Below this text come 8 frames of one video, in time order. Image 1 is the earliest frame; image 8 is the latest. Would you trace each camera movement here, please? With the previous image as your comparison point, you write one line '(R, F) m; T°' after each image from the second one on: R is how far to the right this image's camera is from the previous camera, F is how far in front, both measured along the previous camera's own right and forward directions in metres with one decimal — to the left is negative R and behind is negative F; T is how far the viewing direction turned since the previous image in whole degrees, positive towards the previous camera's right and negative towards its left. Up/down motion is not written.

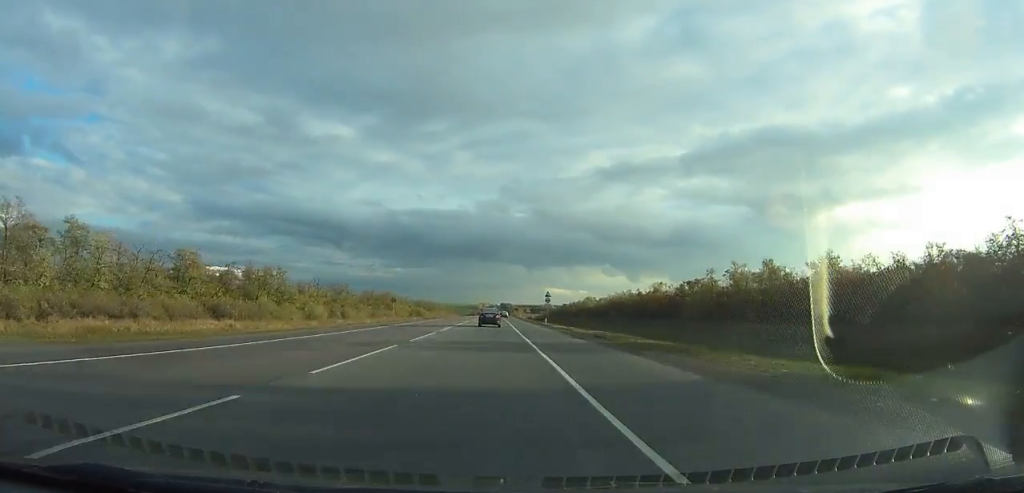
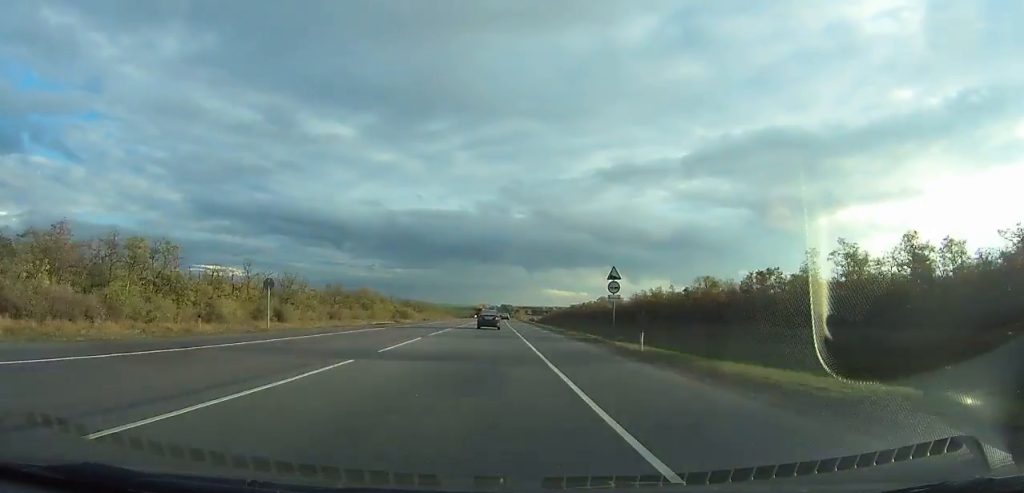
(-0.1, +42.9) m; 0°
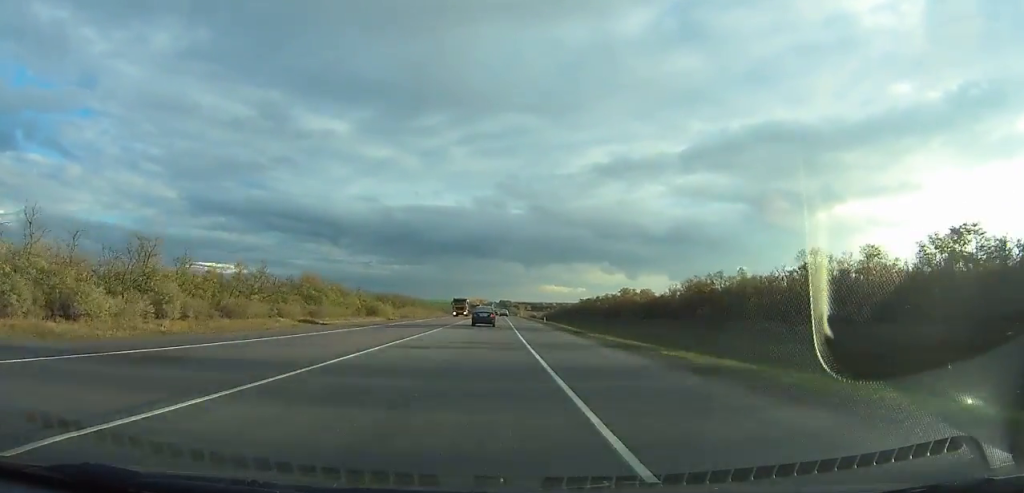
(+0.1, +52.7) m; 0°
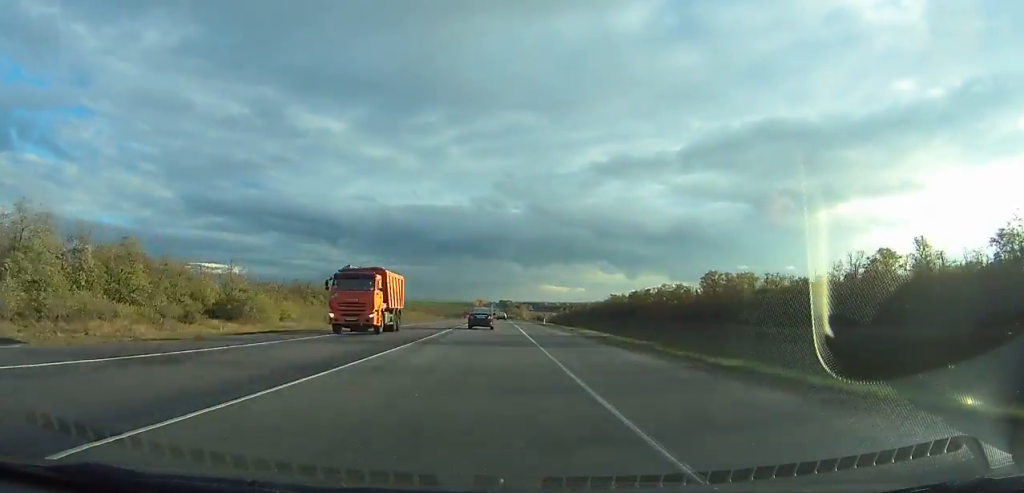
(-0.1, +94.0) m; 0°
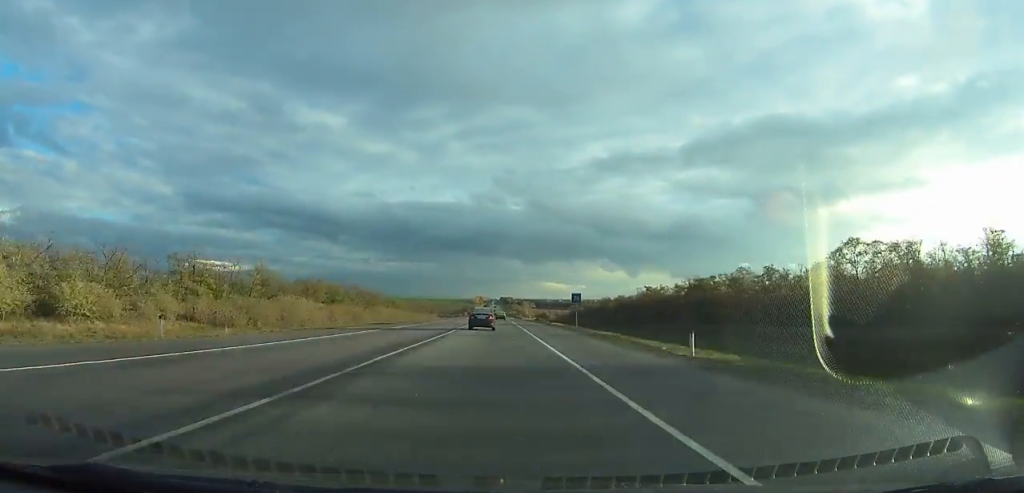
(-0.1, +55.2) m; 0°
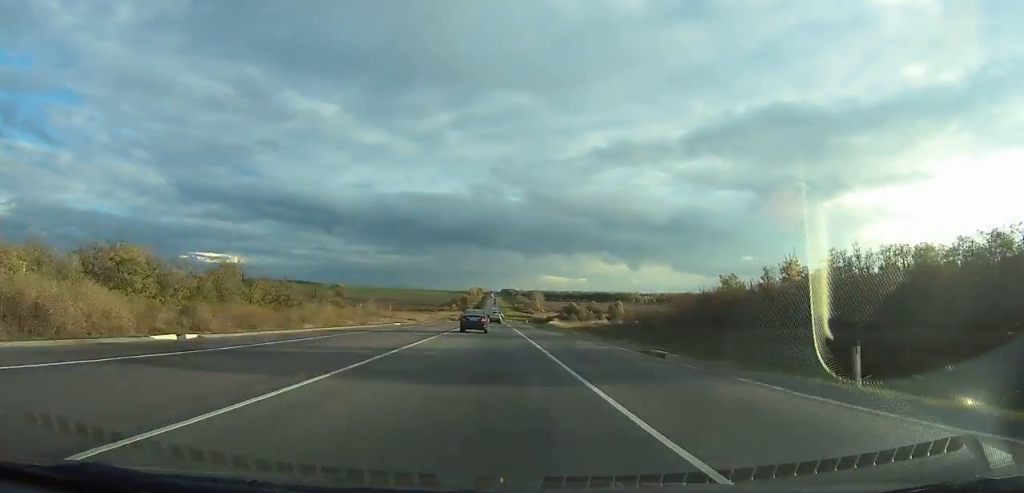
(+1.1, +210.5) m; 0°
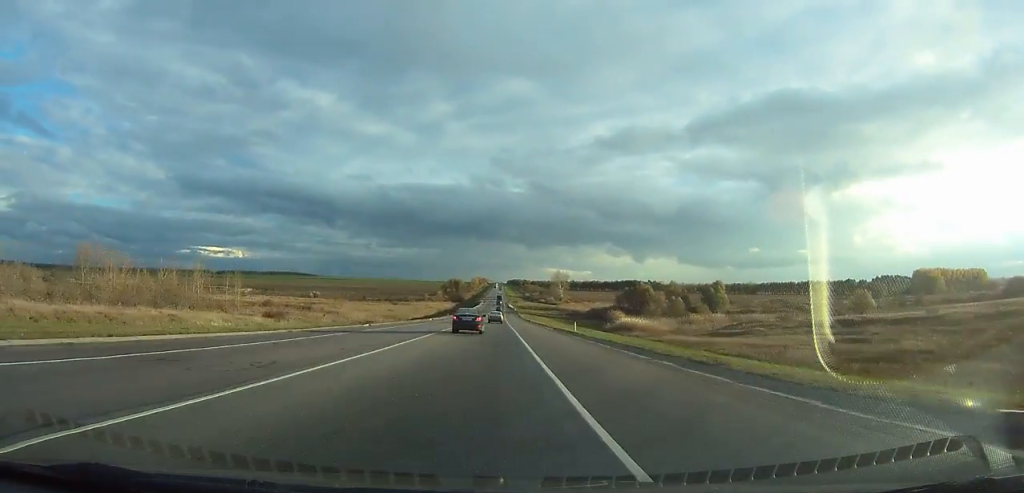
(-1.1, +165.4) m; 0°
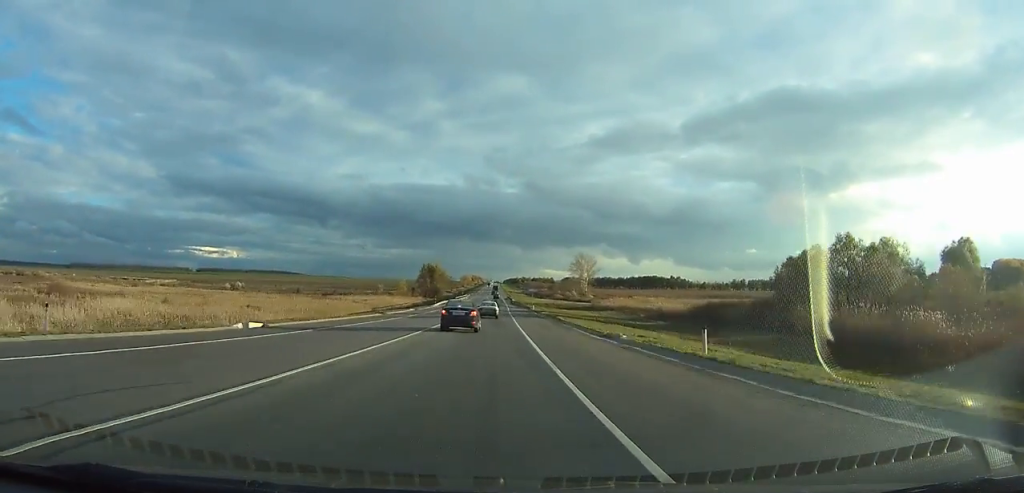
(0.0, +122.0) m; +1°
